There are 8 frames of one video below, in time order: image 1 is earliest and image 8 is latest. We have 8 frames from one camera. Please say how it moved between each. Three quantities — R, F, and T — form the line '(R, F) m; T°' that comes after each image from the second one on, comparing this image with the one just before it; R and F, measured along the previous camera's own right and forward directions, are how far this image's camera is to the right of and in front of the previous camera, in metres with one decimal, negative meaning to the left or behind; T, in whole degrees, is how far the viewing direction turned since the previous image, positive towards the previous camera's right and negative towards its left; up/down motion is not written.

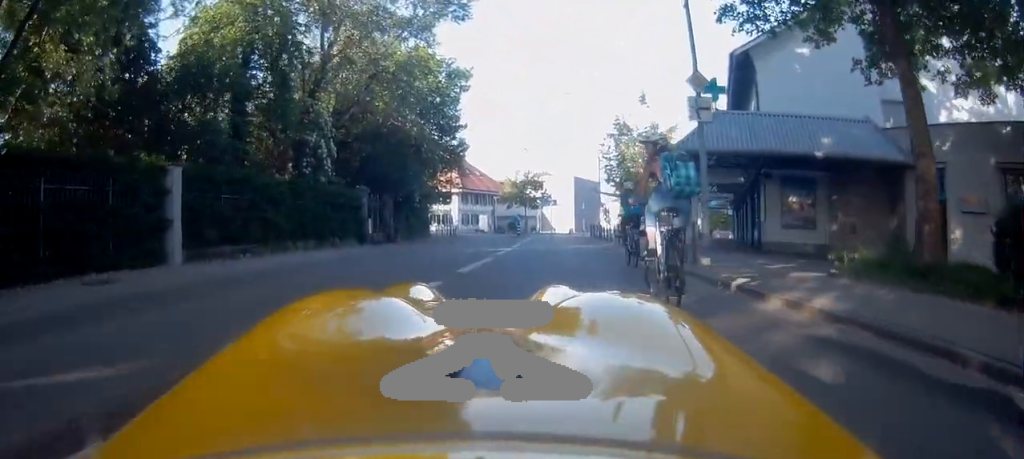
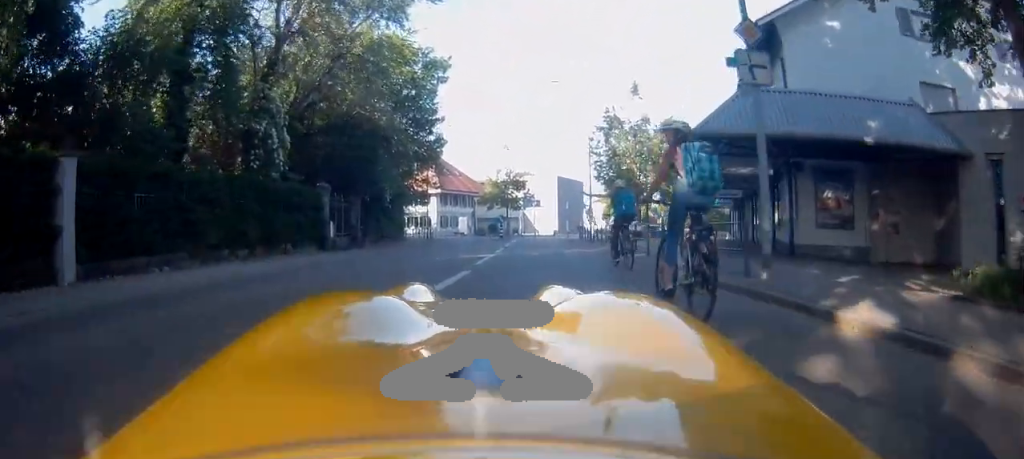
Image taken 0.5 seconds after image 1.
(+0.2, +3.0) m; +2°
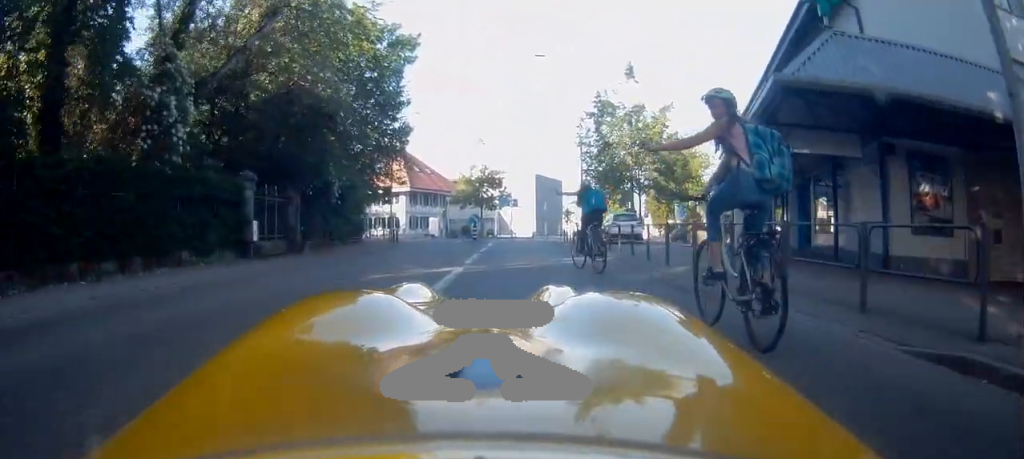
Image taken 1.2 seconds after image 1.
(+0.2, +4.8) m; +3°
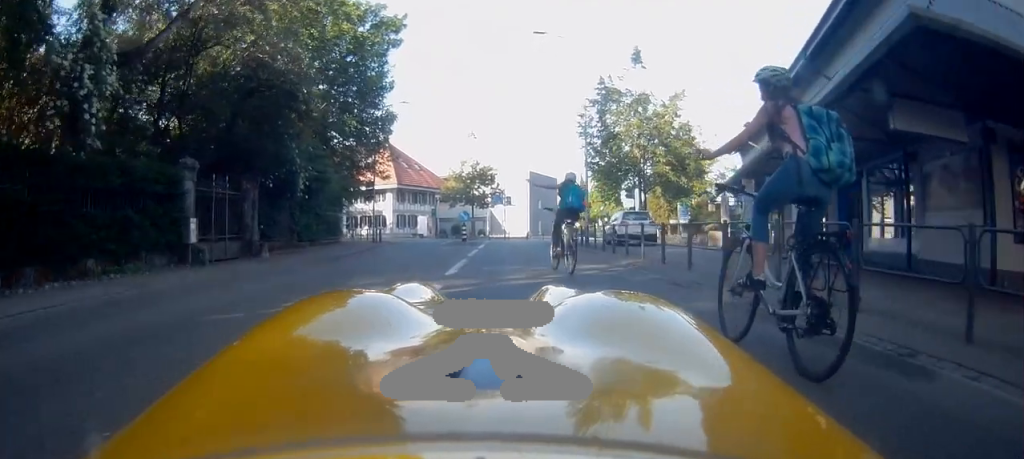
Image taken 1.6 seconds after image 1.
(0.0, +3.2) m; +1°
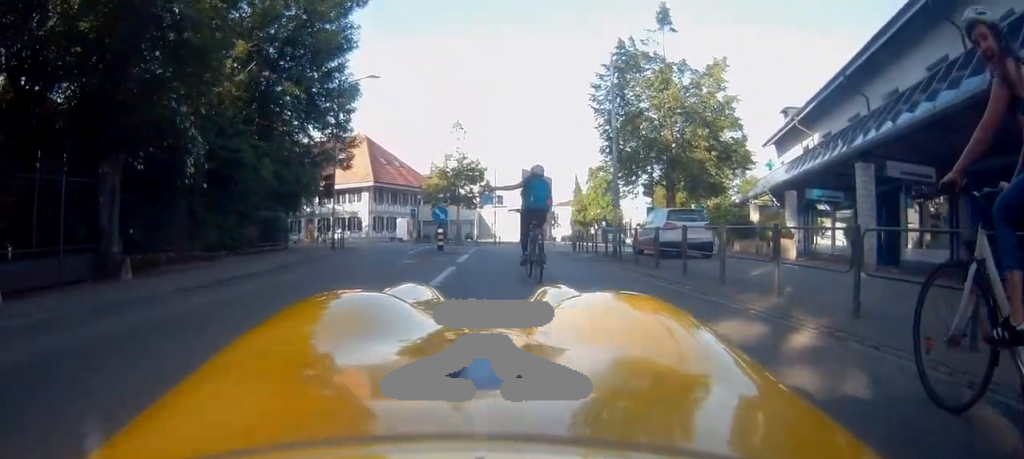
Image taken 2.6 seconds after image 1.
(+0.1, +6.6) m; +3°
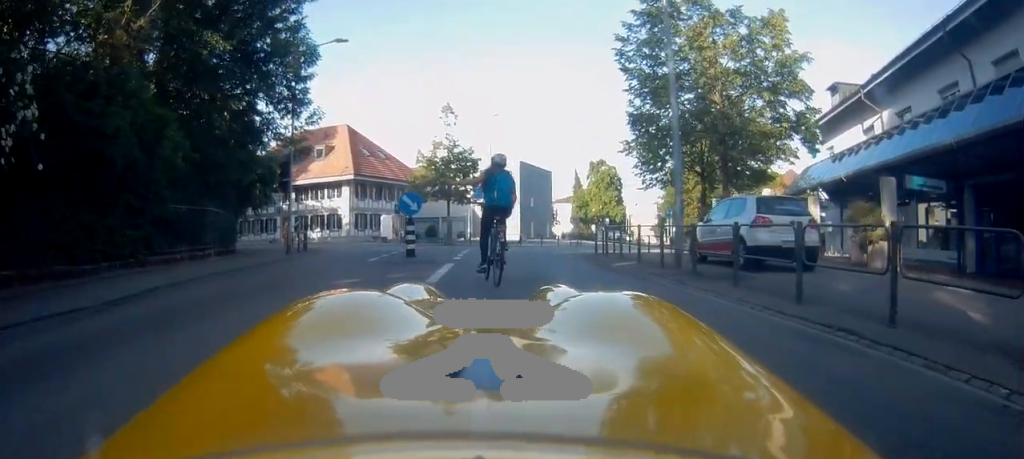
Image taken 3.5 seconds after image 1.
(+0.1, +5.5) m; +1°
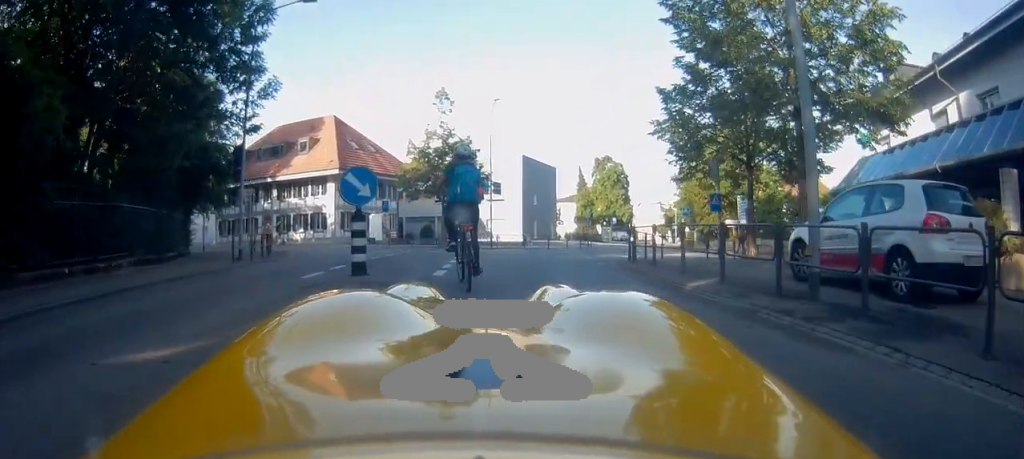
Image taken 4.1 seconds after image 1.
(+0.2, +4.5) m; -1°
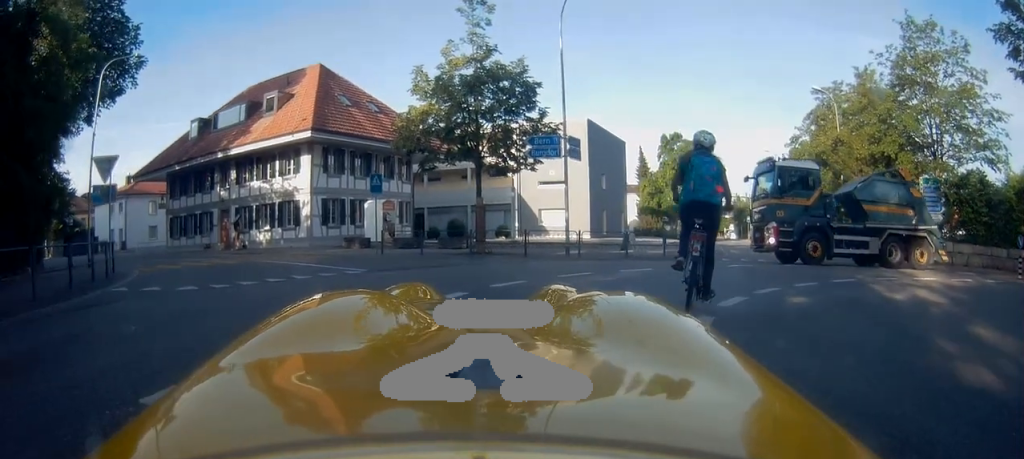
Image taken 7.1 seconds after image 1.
(-0.8, +17.7) m; 0°
